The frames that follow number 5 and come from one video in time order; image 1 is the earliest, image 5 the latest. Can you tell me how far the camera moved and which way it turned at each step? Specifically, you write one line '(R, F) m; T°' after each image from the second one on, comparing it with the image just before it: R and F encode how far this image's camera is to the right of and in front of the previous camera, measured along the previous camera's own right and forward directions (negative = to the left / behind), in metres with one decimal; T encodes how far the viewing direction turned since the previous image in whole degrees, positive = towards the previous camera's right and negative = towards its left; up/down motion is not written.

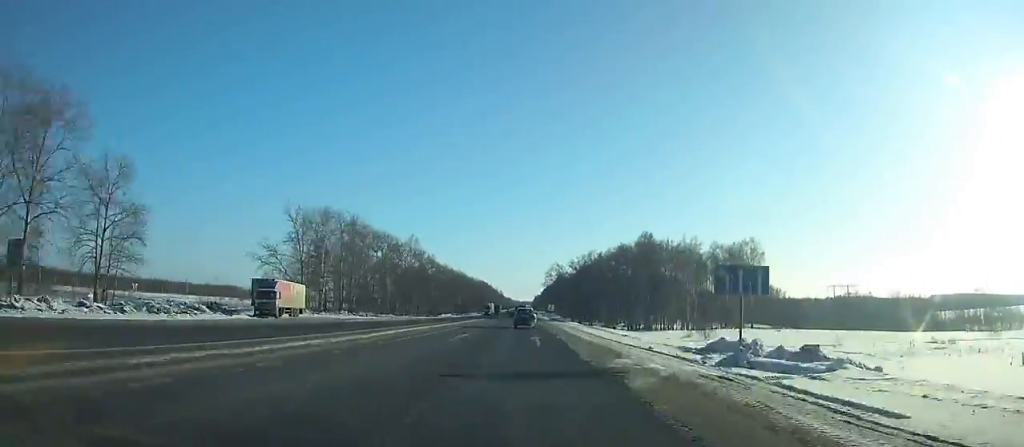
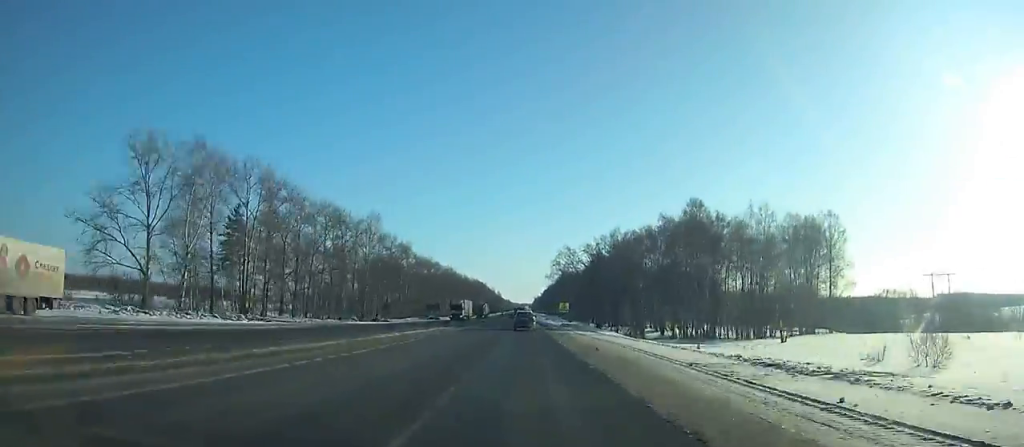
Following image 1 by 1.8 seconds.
(+0.1, +41.0) m; 0°
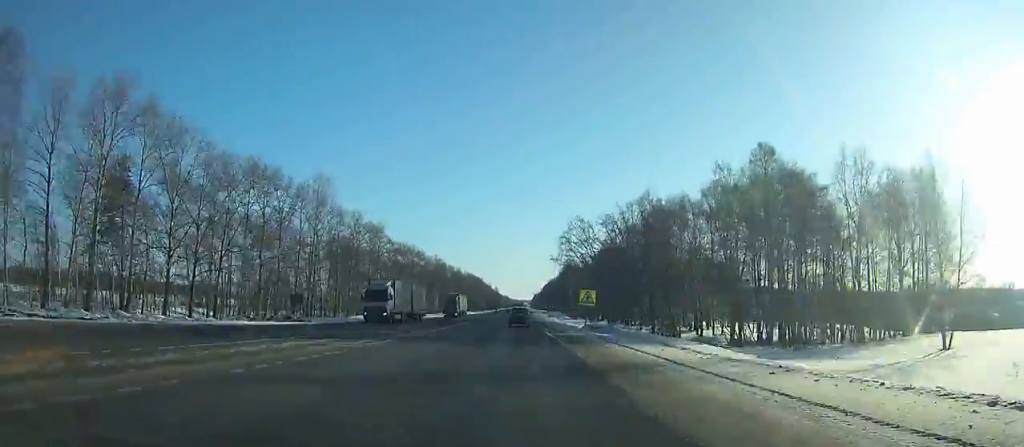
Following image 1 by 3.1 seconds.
(-0.5, +29.8) m; 0°
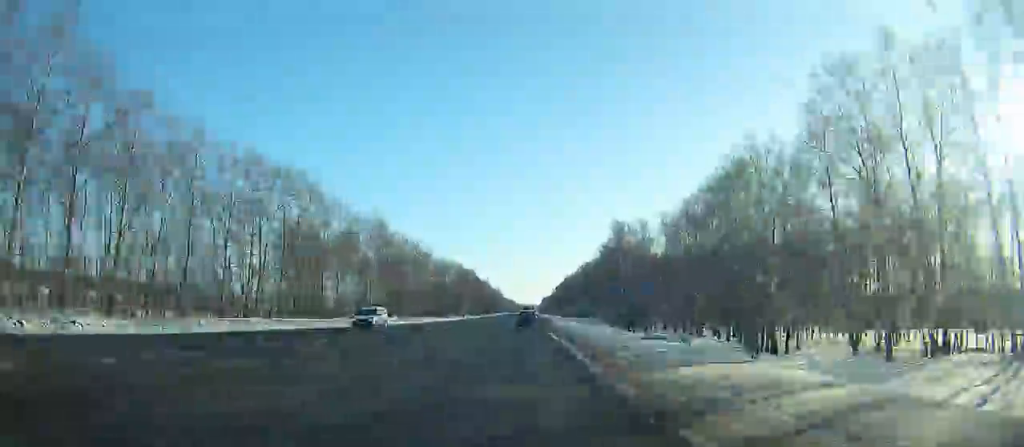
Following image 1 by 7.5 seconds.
(+1.2, +103.6) m; +1°
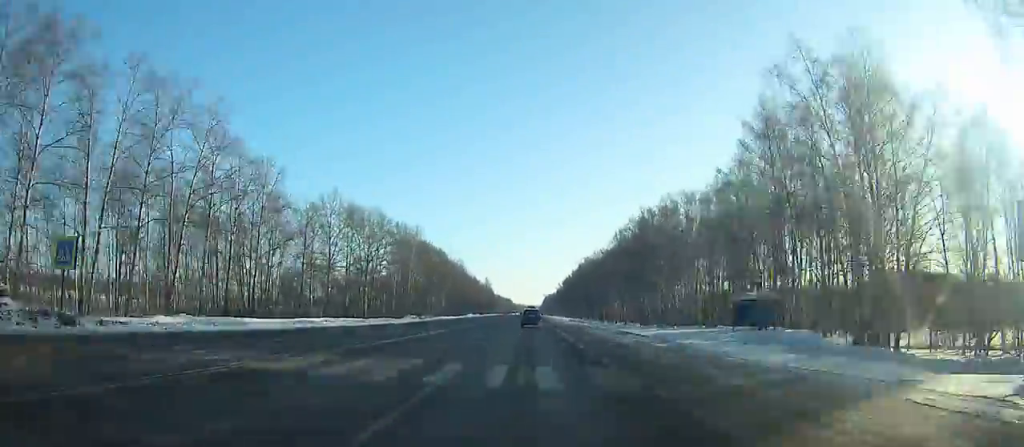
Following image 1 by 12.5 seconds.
(-0.9, +120.8) m; 0°
